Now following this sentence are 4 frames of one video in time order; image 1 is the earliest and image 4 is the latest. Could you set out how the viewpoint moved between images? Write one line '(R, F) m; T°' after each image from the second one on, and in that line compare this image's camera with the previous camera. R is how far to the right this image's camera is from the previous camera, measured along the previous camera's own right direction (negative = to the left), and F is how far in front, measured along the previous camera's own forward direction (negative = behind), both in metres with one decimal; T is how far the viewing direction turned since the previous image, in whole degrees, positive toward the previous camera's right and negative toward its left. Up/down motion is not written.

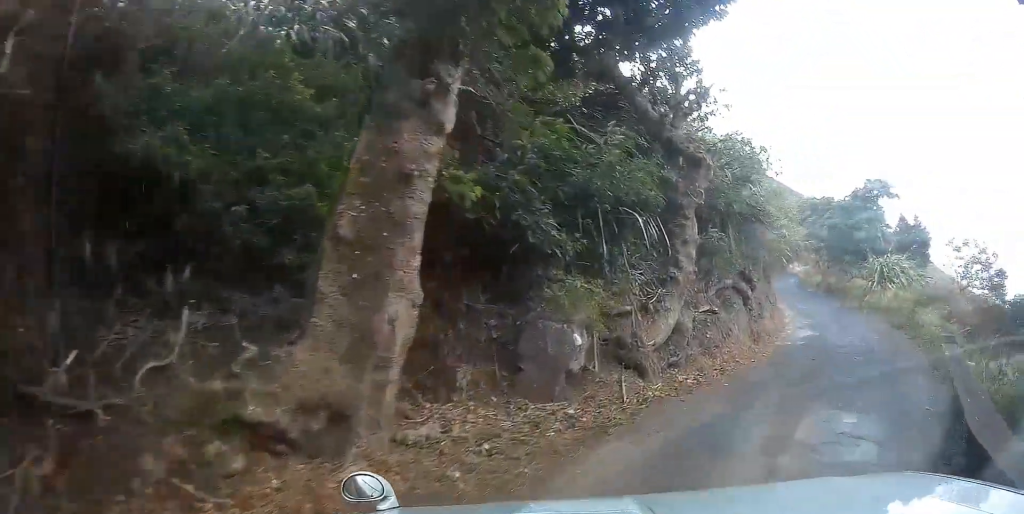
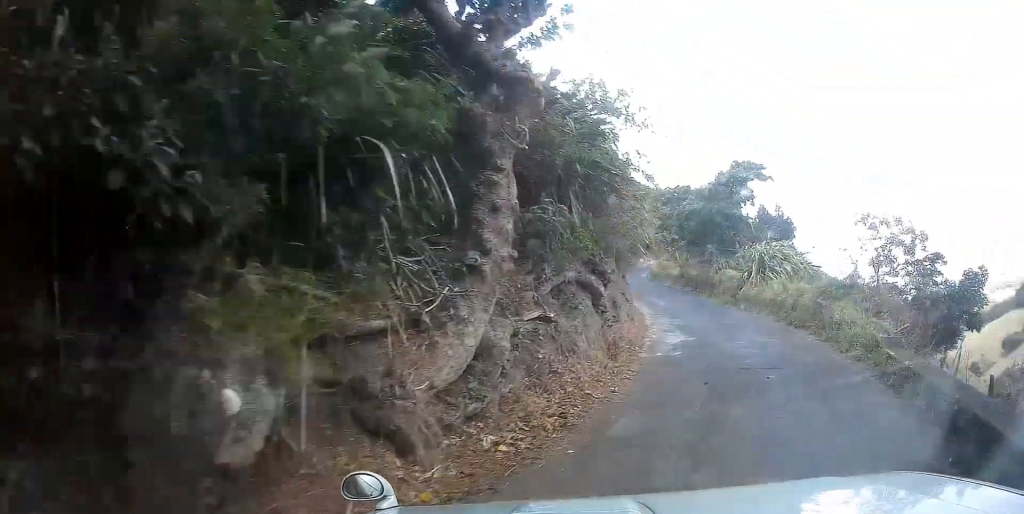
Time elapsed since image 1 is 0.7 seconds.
(+0.8, +4.2) m; +12°
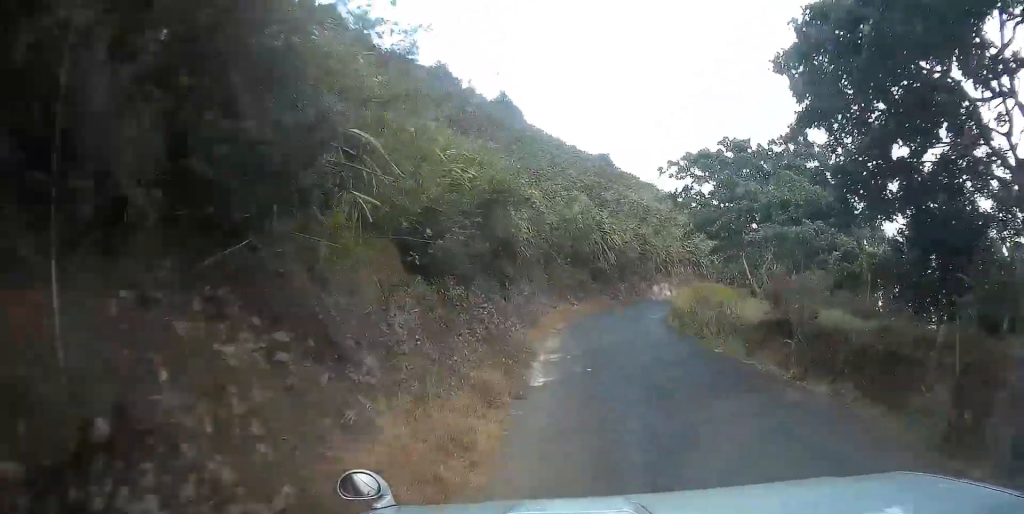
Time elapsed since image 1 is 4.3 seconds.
(+1.1, +28.1) m; -2°
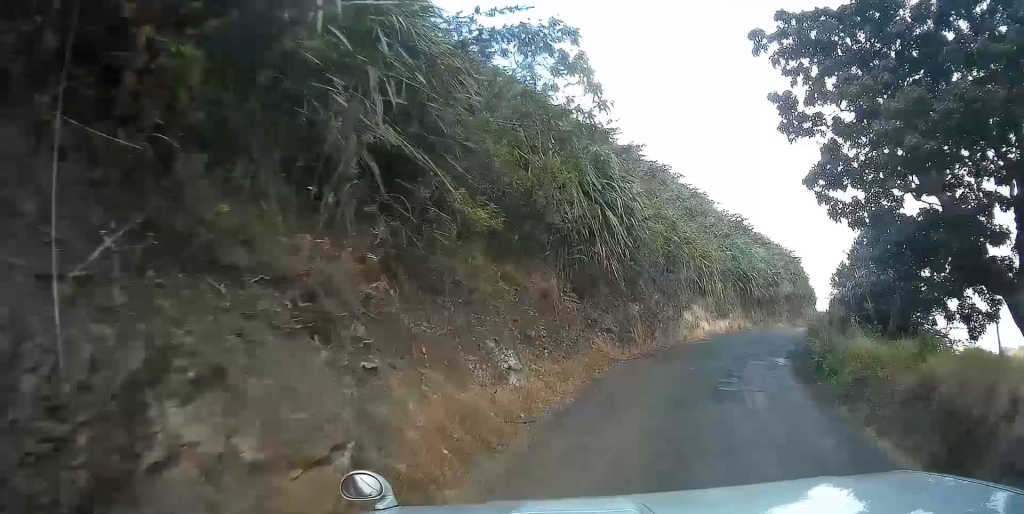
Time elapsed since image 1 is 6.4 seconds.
(-0.1, +19.2) m; +4°
